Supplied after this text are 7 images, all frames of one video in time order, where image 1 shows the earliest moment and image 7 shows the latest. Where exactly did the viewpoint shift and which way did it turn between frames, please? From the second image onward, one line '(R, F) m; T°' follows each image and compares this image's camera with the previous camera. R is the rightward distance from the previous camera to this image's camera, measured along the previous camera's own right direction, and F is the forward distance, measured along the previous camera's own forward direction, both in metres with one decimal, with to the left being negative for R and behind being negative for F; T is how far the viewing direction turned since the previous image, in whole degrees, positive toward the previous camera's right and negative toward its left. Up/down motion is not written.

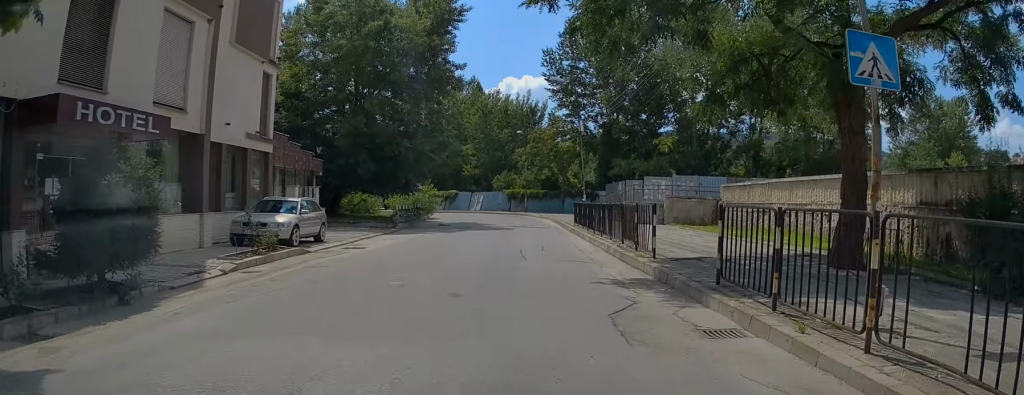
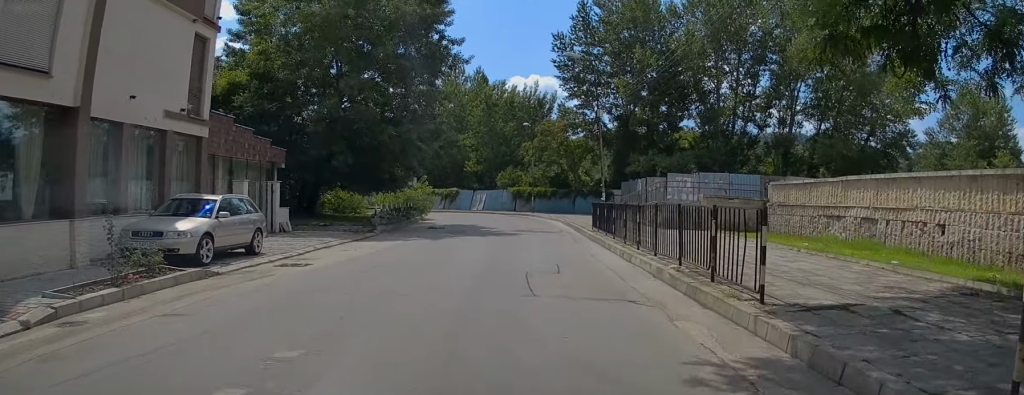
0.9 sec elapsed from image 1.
(-0.2, +5.5) m; -2°
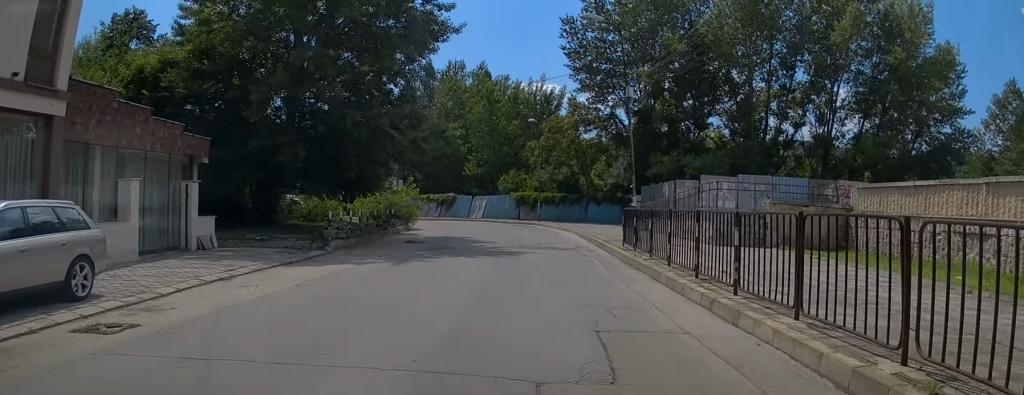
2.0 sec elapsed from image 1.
(0.0, +6.6) m; +1°
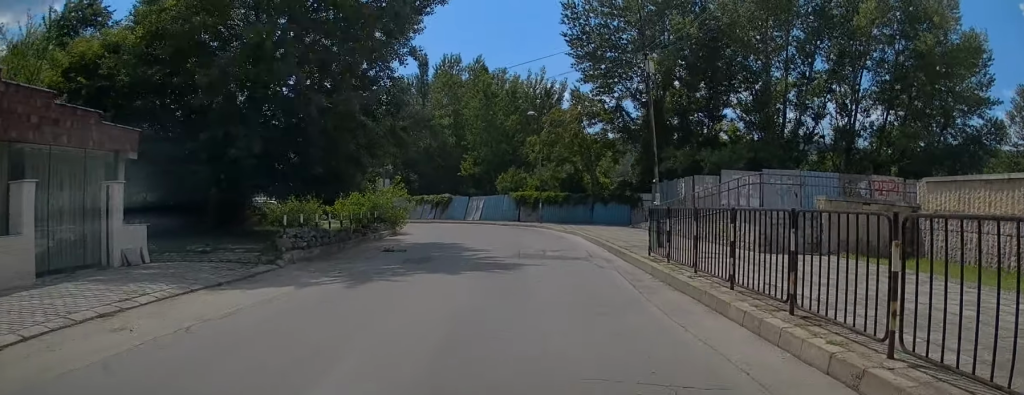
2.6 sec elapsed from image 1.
(0.0, +3.7) m; +1°
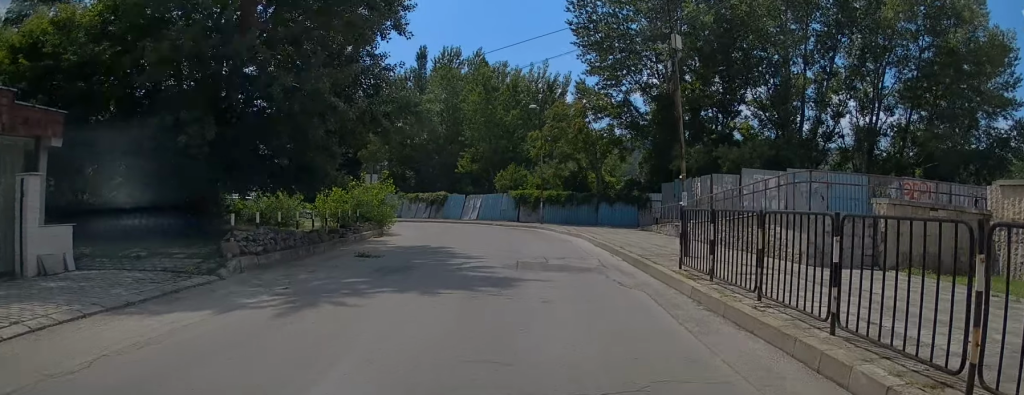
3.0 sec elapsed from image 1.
(0.0, +2.9) m; +1°
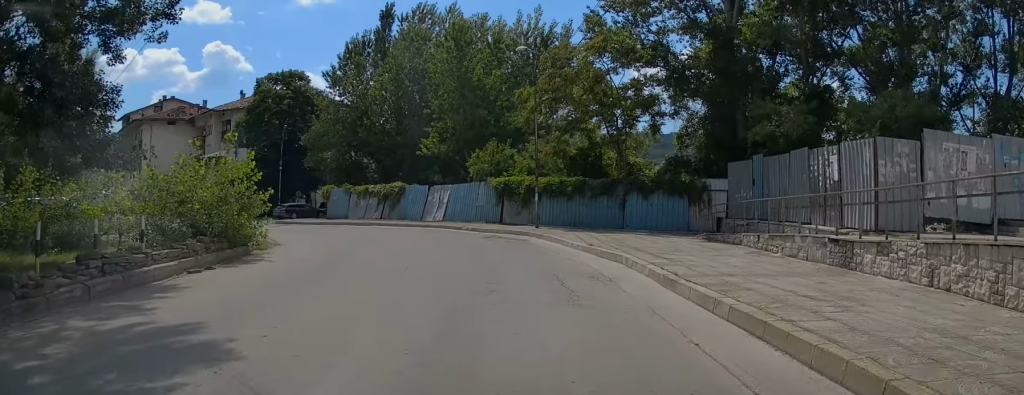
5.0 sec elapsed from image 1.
(0.0, +14.0) m; +1°
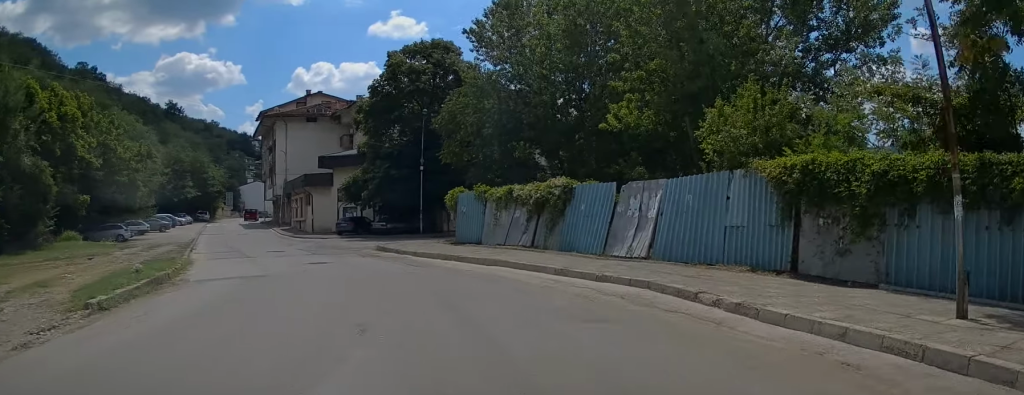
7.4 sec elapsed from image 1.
(-1.3, +18.2) m; -17°
